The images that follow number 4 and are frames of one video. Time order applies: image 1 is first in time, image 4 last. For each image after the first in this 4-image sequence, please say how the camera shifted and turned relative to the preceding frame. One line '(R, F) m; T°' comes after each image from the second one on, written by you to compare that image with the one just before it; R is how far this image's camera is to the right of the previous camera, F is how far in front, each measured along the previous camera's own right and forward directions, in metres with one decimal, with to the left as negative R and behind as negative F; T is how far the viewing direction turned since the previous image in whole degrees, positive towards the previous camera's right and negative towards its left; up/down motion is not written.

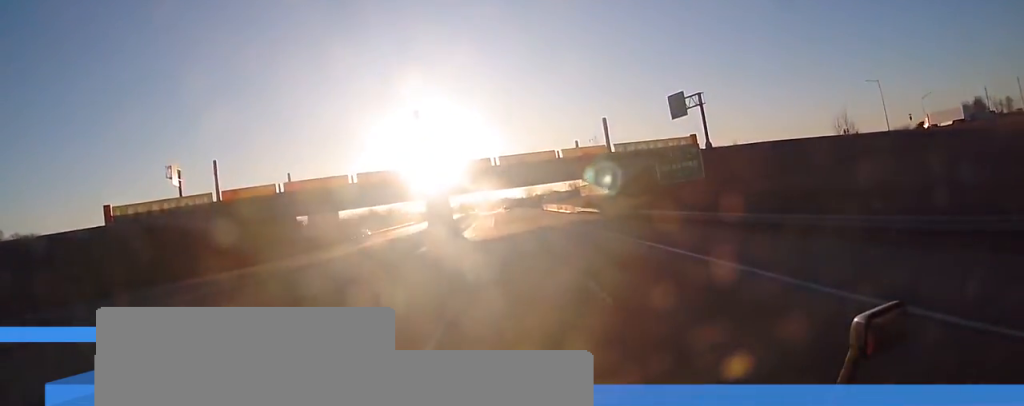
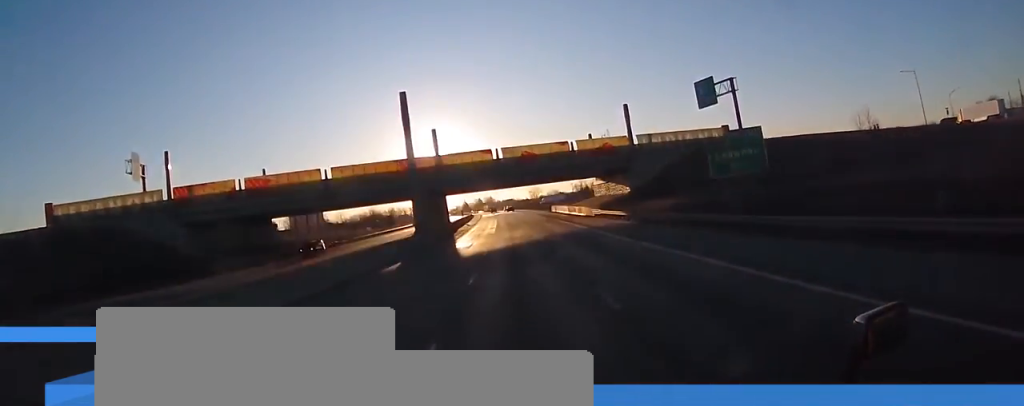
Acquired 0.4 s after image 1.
(0.0, +12.1) m; 0°
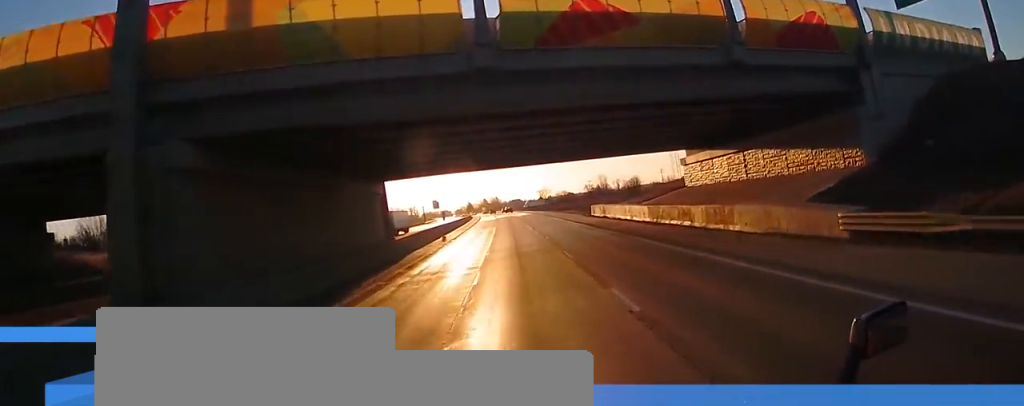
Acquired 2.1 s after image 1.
(-0.4, +49.7) m; -1°
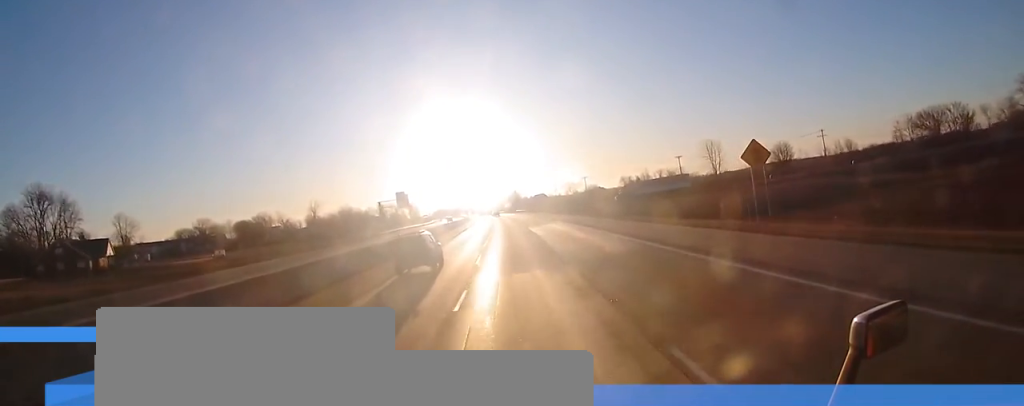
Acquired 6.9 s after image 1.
(-2.5, +139.0) m; -3°
